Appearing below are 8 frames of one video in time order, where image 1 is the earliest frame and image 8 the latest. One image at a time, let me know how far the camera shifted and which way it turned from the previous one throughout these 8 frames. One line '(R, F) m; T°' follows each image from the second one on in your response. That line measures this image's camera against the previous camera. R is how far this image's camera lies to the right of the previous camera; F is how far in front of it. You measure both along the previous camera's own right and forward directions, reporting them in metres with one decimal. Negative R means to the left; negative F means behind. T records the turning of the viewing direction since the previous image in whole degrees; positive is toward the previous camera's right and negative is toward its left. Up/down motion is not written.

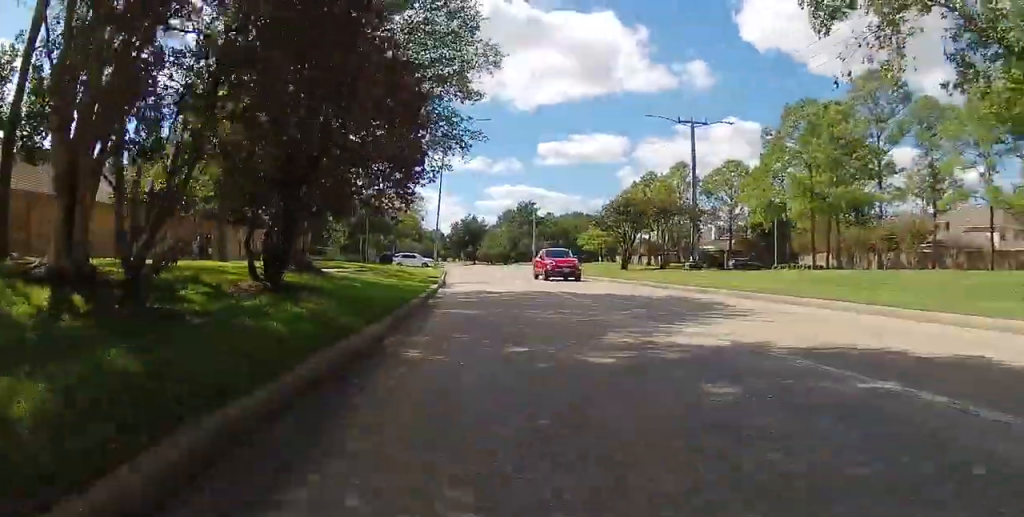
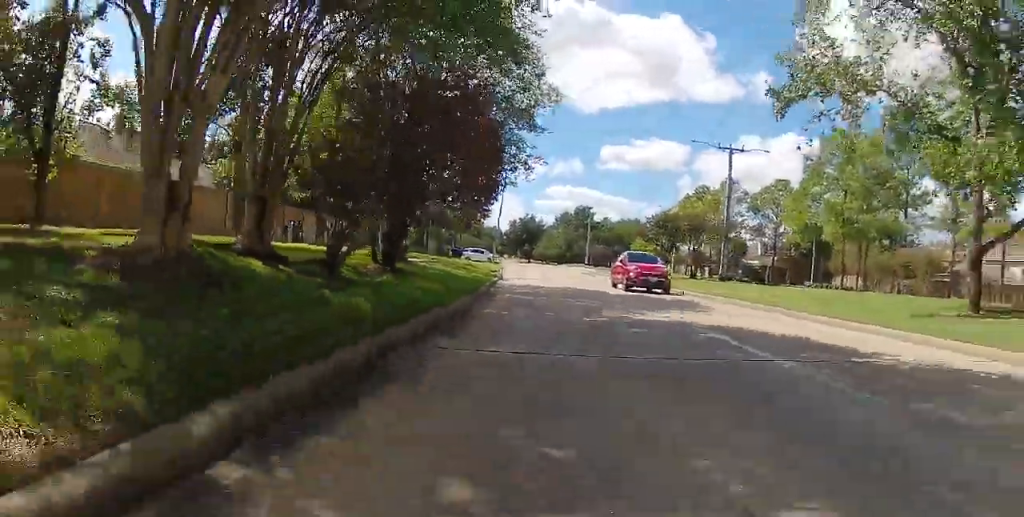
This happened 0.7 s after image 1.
(0.0, +4.7) m; 0°
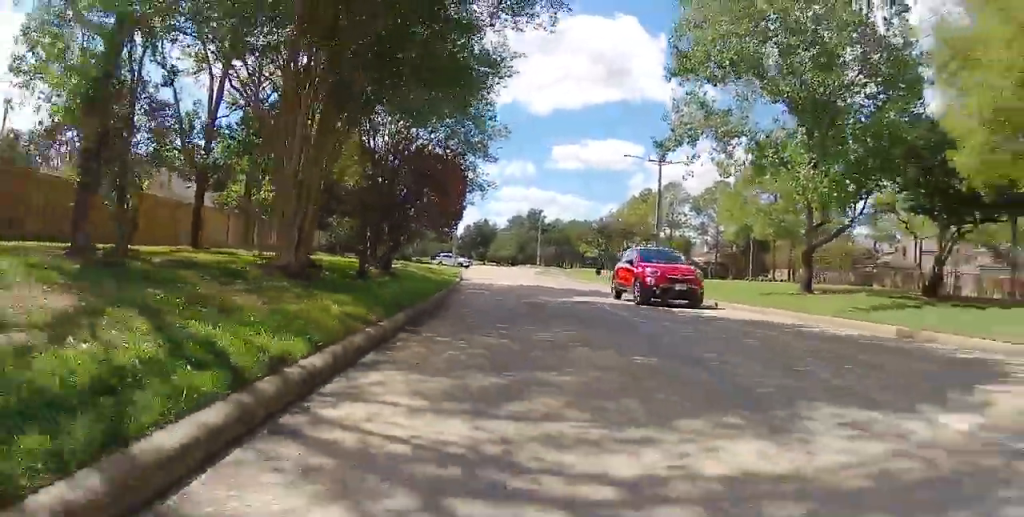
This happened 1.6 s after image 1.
(0.0, +5.8) m; 0°
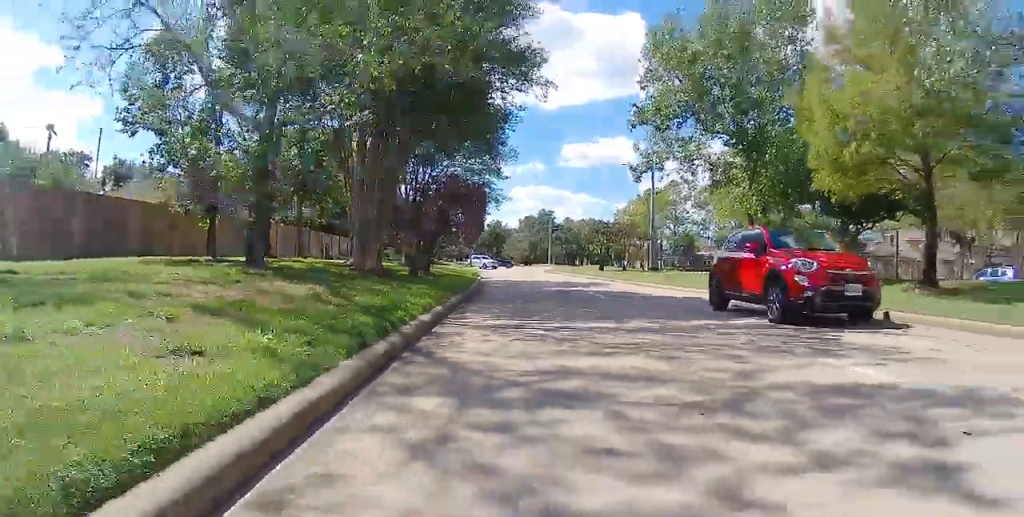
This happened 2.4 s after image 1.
(0.0, +5.5) m; 0°
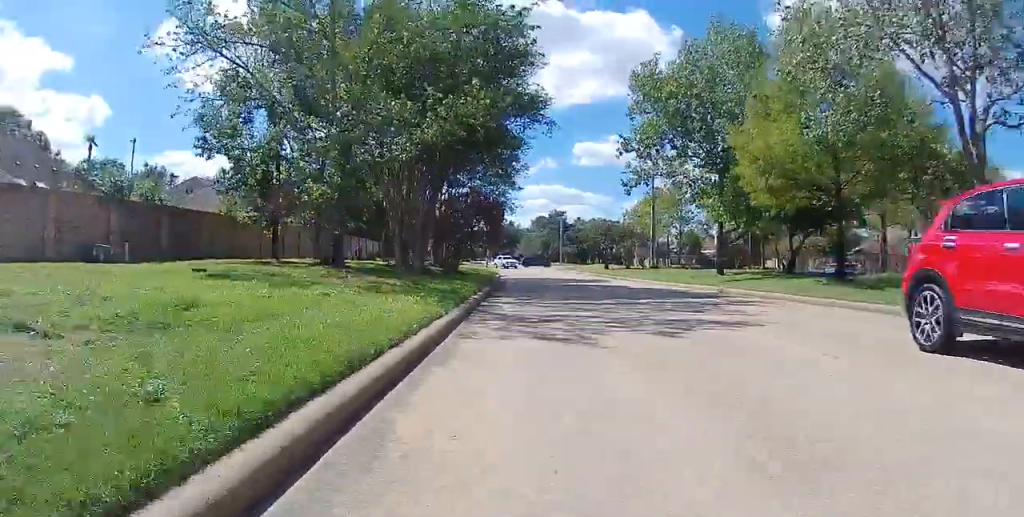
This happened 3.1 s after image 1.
(0.0, +4.8) m; 0°
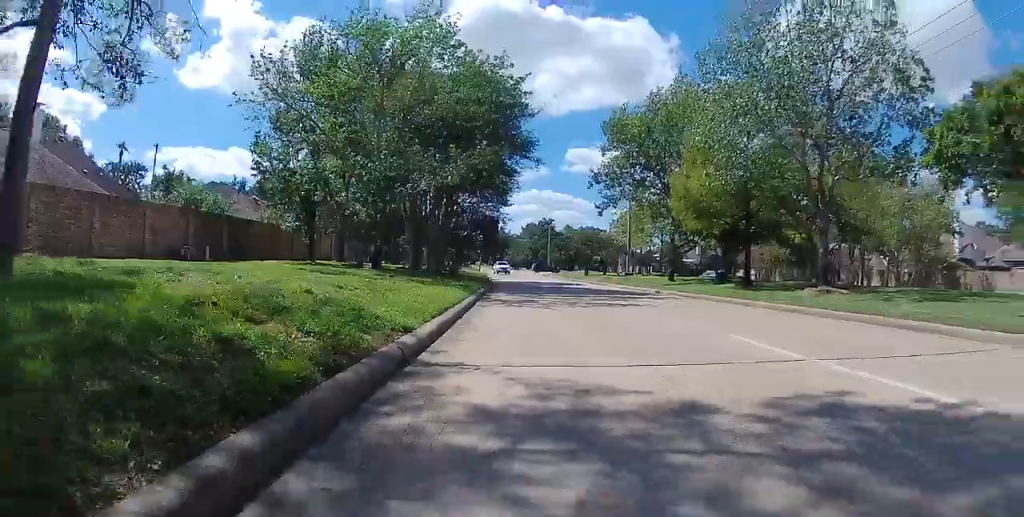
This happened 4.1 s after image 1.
(0.0, +6.6) m; +1°
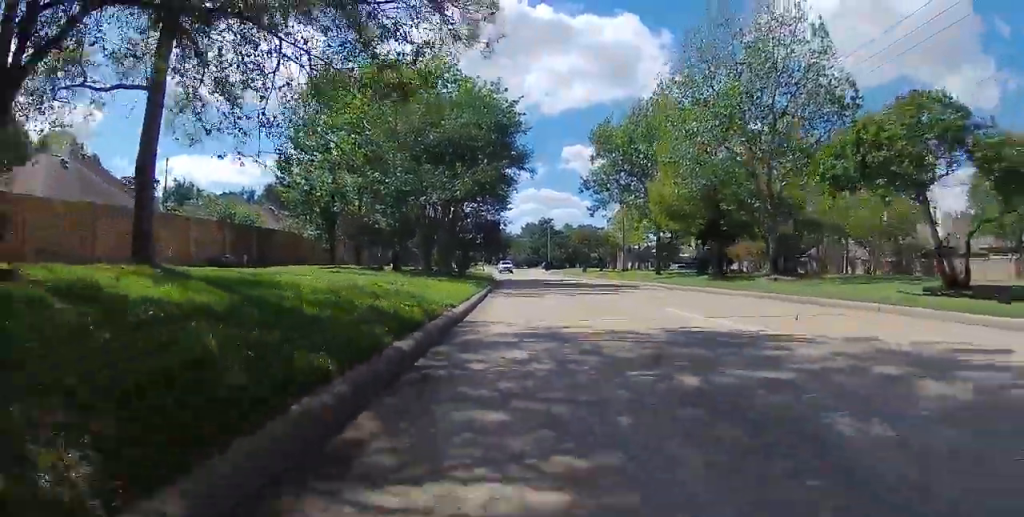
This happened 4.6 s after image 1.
(0.0, +3.7) m; 0°
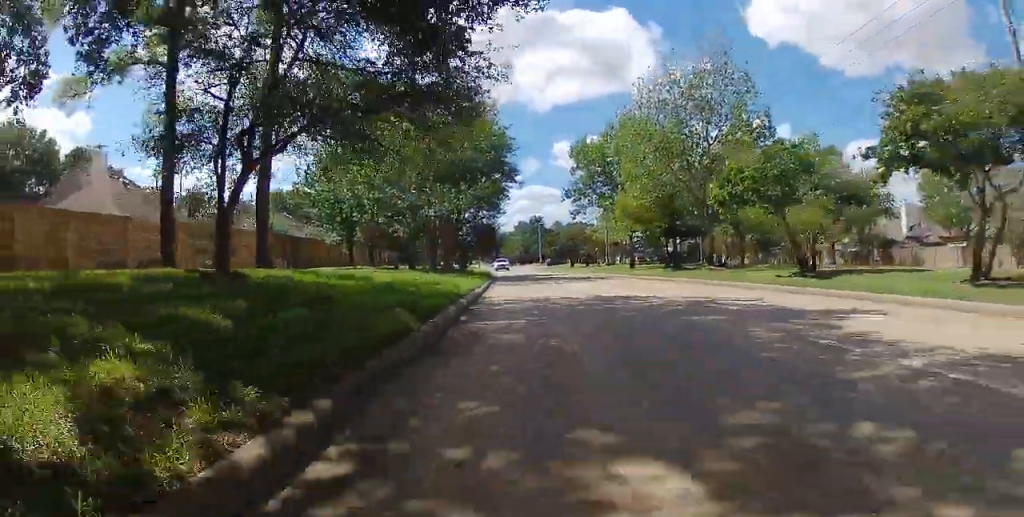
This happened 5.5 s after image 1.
(+0.2, +6.4) m; -1°
